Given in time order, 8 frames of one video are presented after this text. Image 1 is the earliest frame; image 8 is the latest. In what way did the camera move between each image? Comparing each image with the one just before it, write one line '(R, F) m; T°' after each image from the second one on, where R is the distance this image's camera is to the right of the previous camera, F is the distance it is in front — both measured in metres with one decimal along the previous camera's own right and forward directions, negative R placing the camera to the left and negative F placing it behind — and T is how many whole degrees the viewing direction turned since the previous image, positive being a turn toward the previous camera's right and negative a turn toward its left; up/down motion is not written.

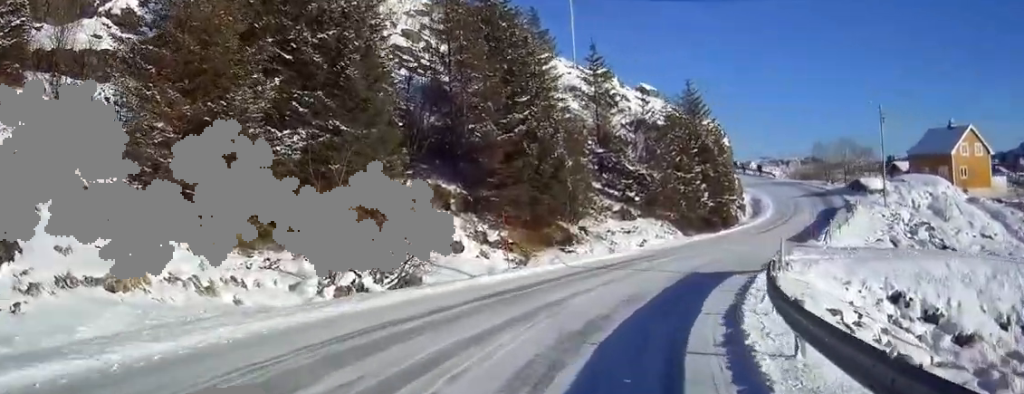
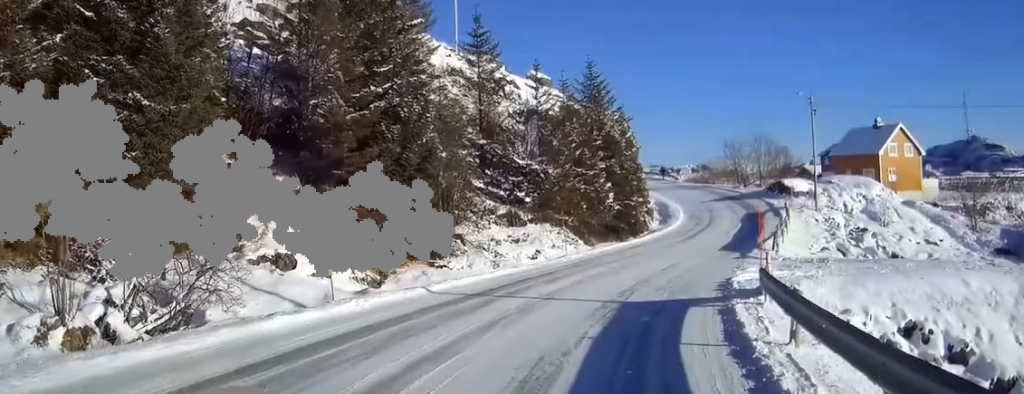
(+0.7, +7.9) m; +7°
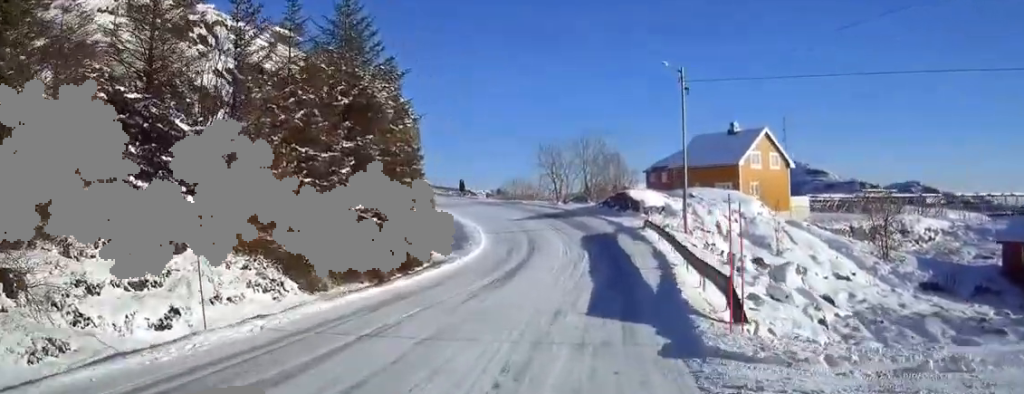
(+2.2, +17.2) m; +13°
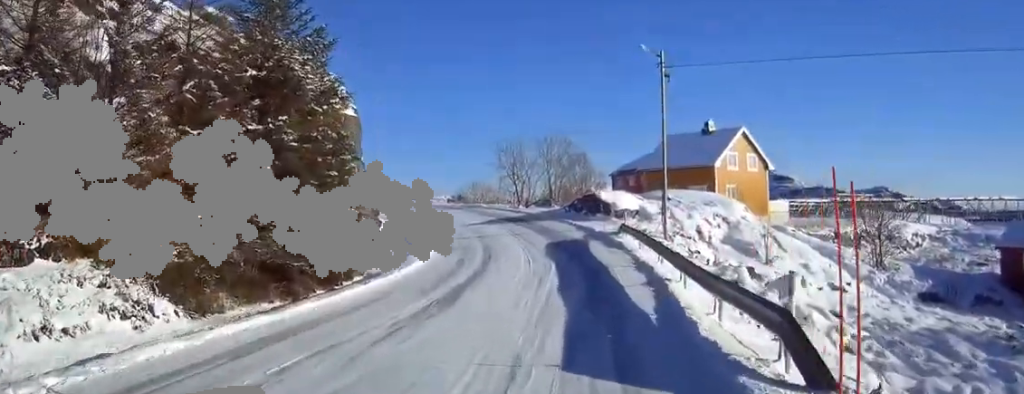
(+0.1, +4.7) m; +3°
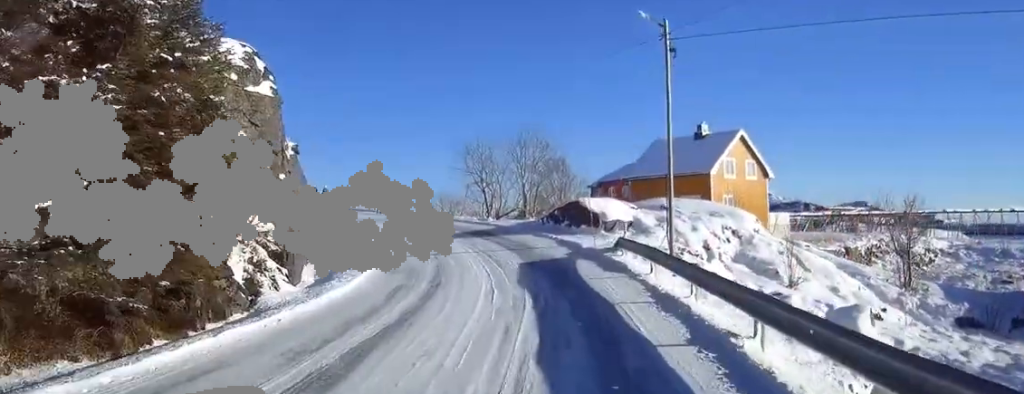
(+0.3, +7.2) m; +2°
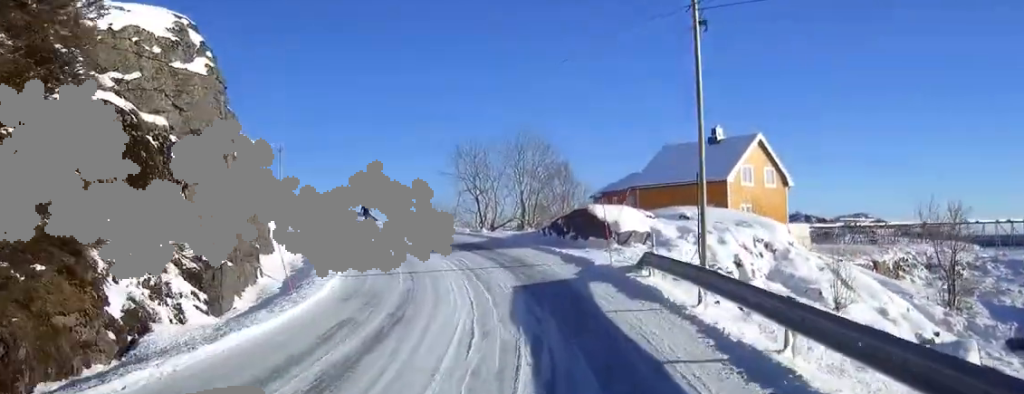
(+0.1, +5.1) m; +1°
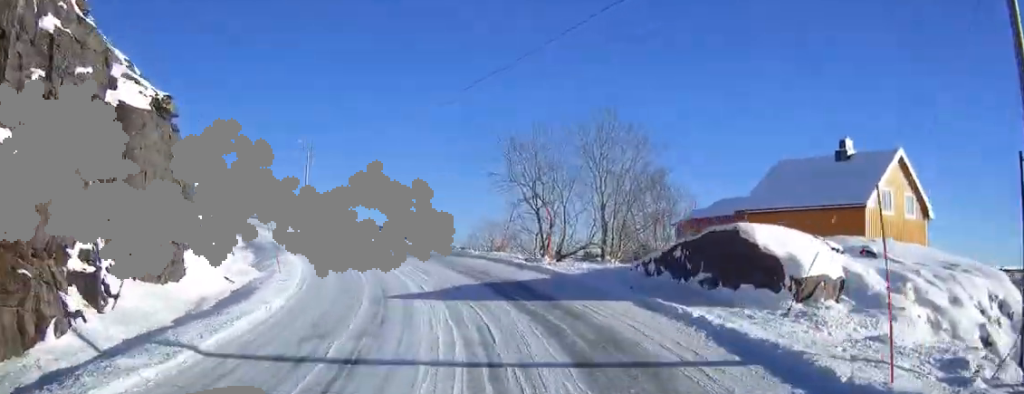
(-0.4, +12.7) m; -5°
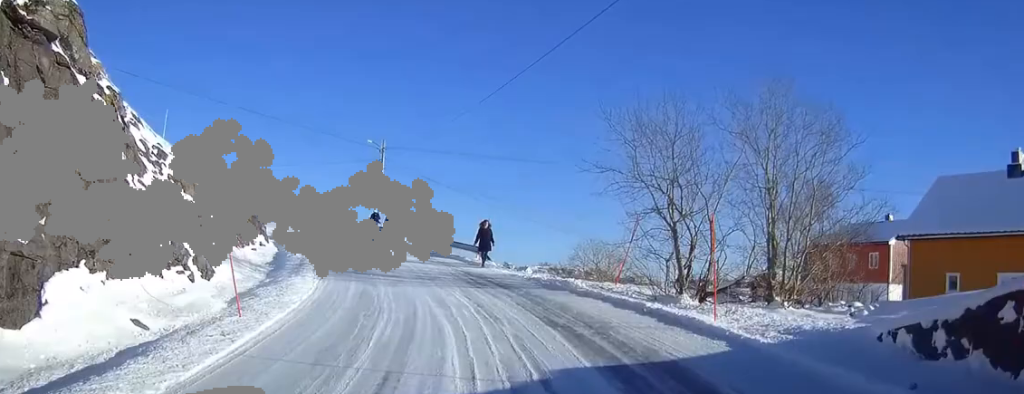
(-0.4, +9.0) m; -6°
